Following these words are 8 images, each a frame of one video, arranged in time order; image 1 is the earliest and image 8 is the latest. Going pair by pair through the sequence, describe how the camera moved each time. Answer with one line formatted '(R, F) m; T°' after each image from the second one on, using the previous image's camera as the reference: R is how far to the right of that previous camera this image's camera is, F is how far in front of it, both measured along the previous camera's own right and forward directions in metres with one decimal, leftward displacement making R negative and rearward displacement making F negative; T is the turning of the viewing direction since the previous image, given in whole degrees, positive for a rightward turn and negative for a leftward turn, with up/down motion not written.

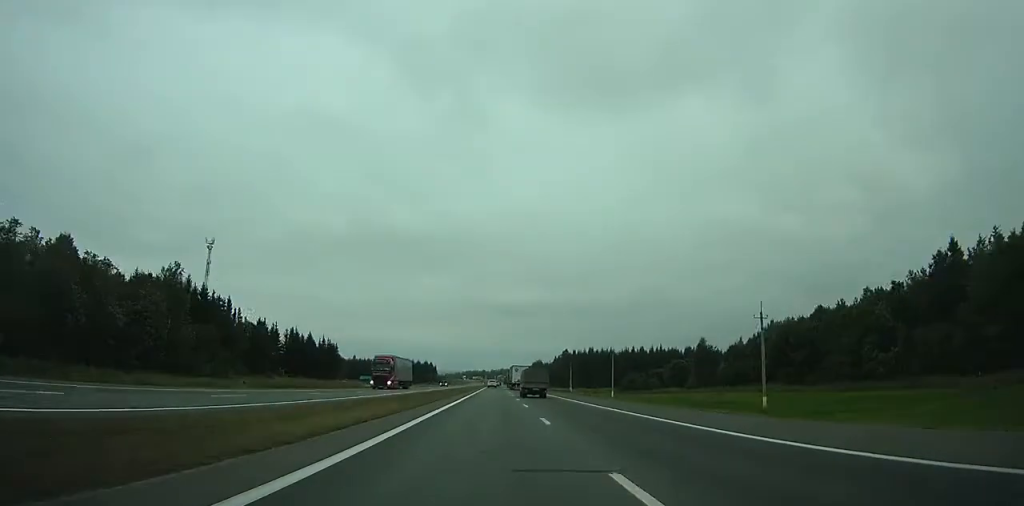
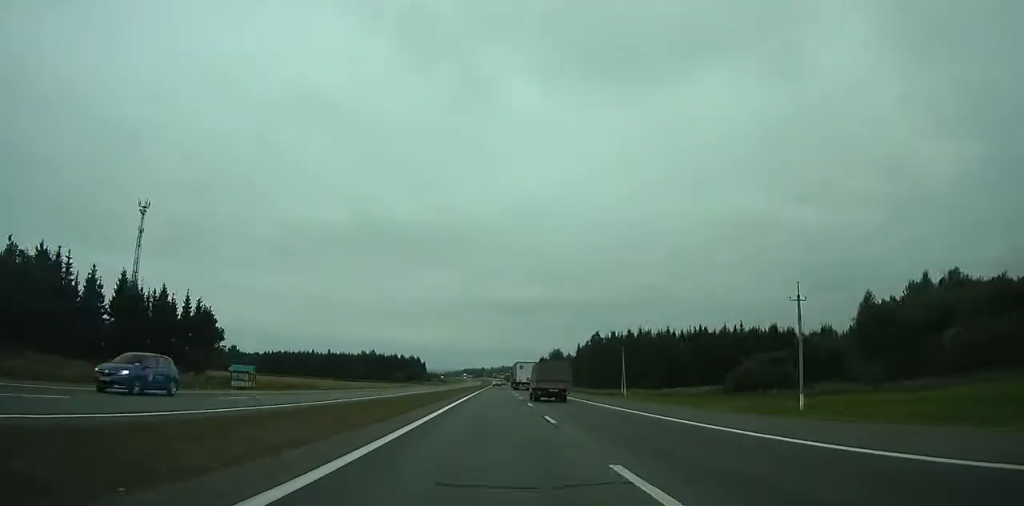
(-0.1, +70.9) m; 0°
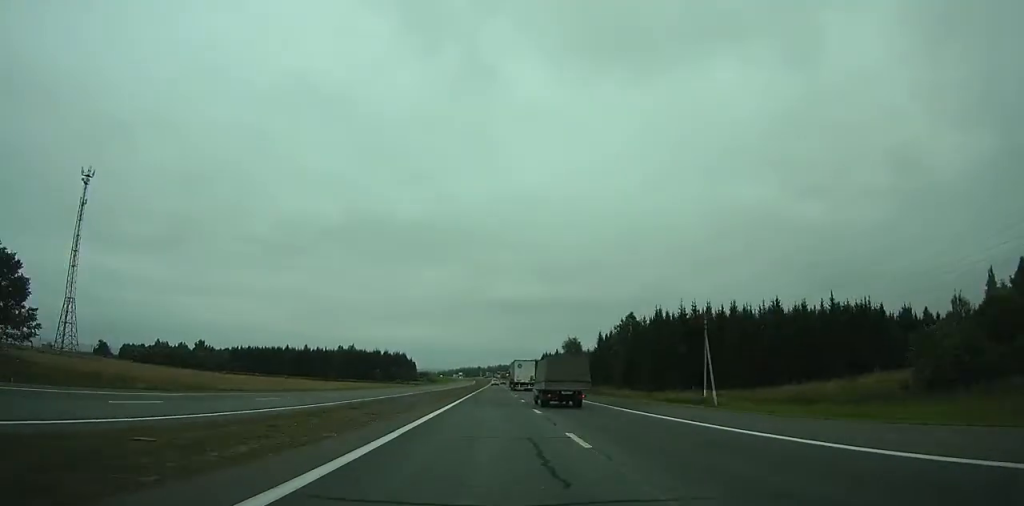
(-0.1, +44.1) m; 0°
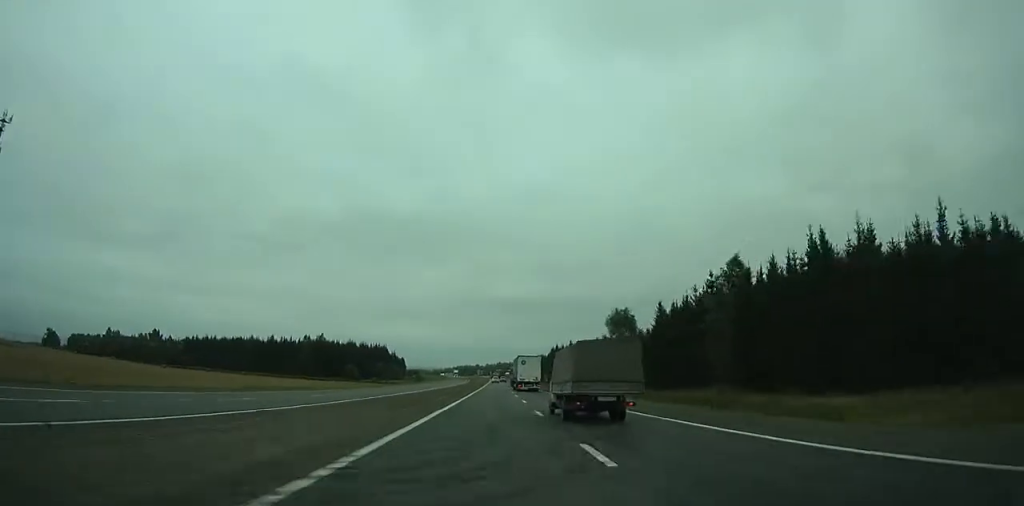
(0.0, +52.4) m; 0°
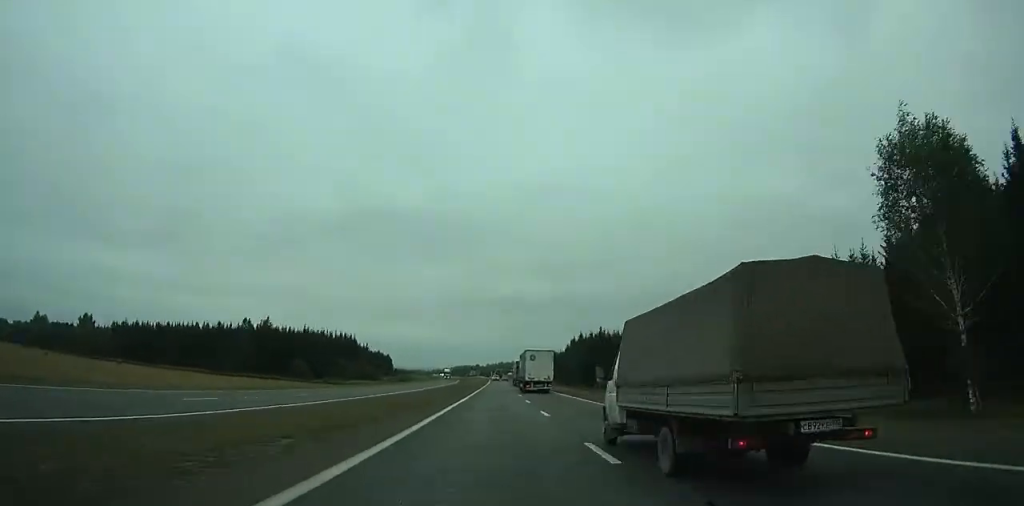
(-0.1, +60.8) m; 0°
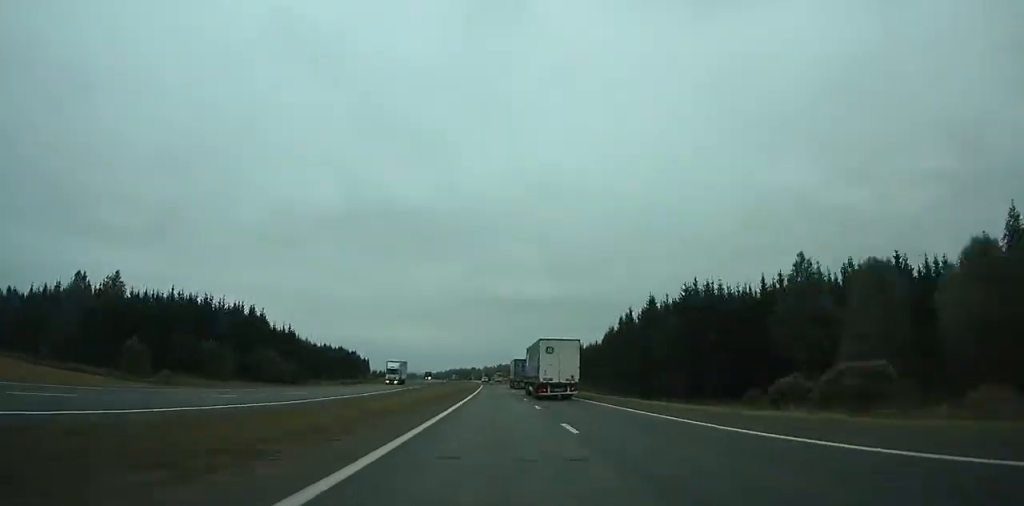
(+0.2, +79.9) m; 0°
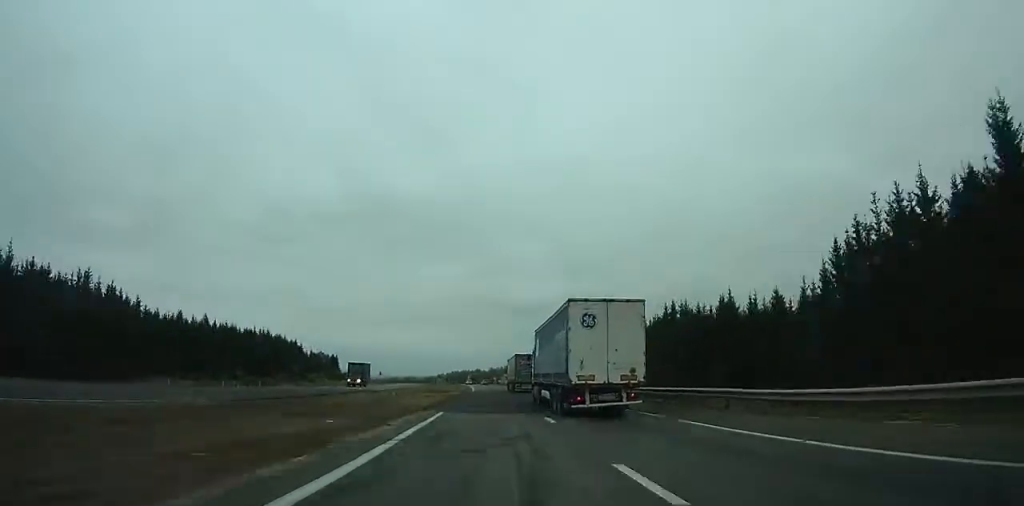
(0.0, +92.6) m; -1°
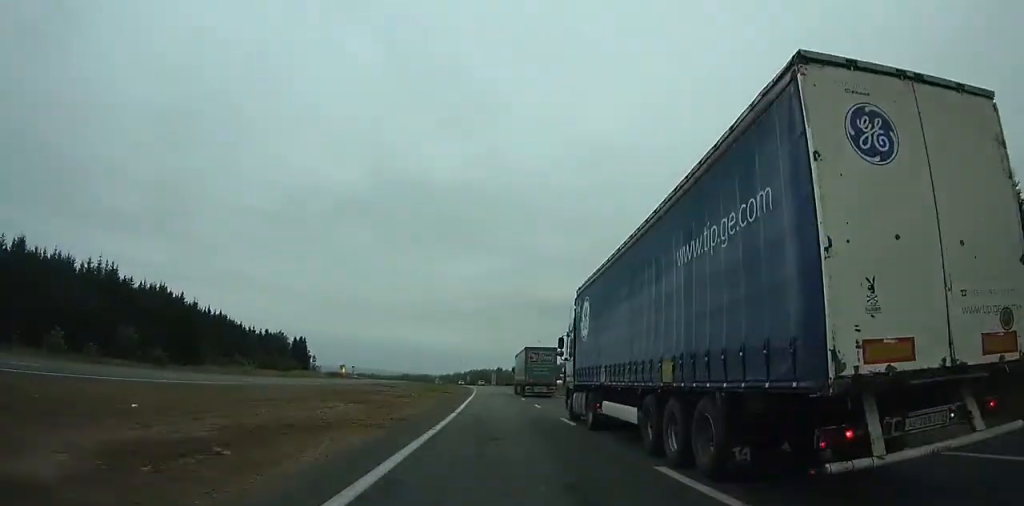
(-1.0, +86.0) m; -2°
